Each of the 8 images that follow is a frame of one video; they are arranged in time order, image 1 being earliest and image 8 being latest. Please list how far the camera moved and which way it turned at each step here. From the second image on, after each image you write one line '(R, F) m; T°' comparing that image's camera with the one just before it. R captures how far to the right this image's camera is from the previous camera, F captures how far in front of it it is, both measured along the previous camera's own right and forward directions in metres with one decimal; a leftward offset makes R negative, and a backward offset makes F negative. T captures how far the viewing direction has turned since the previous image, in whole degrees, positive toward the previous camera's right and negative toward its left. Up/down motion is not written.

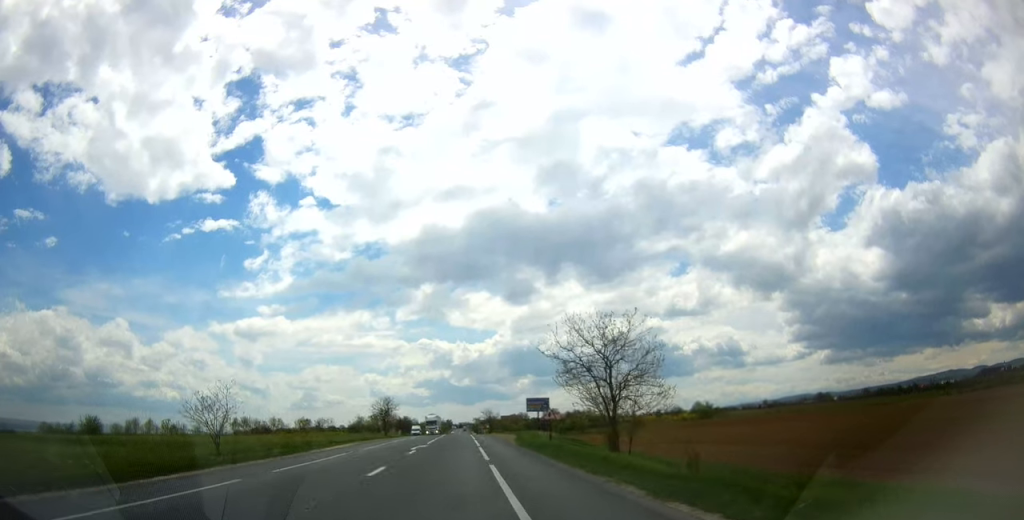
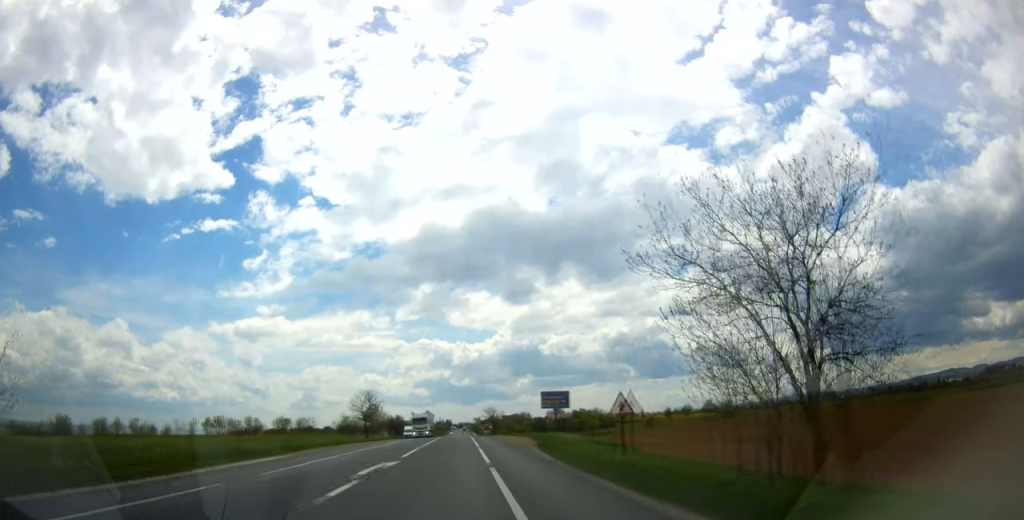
(+0.2, +17.0) m; 0°
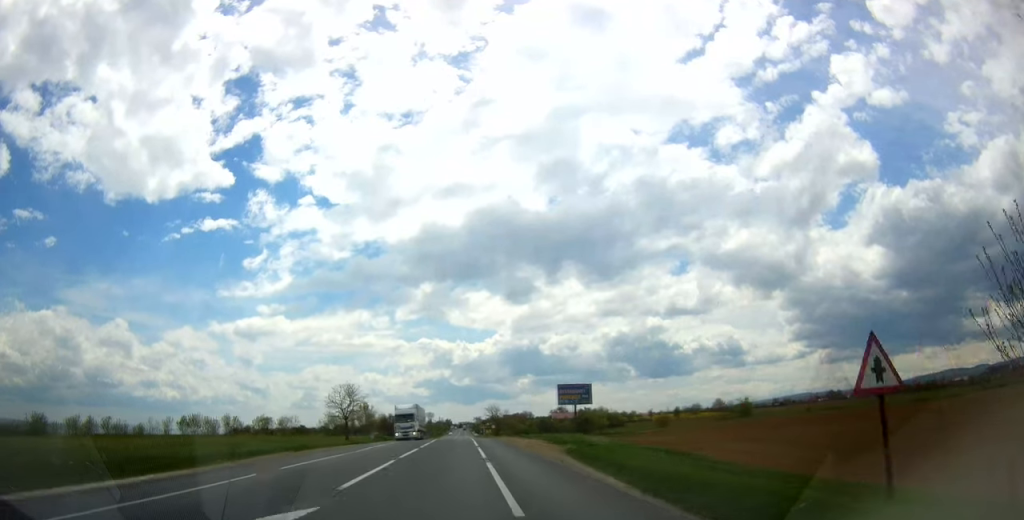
(+0.2, +12.5) m; 0°
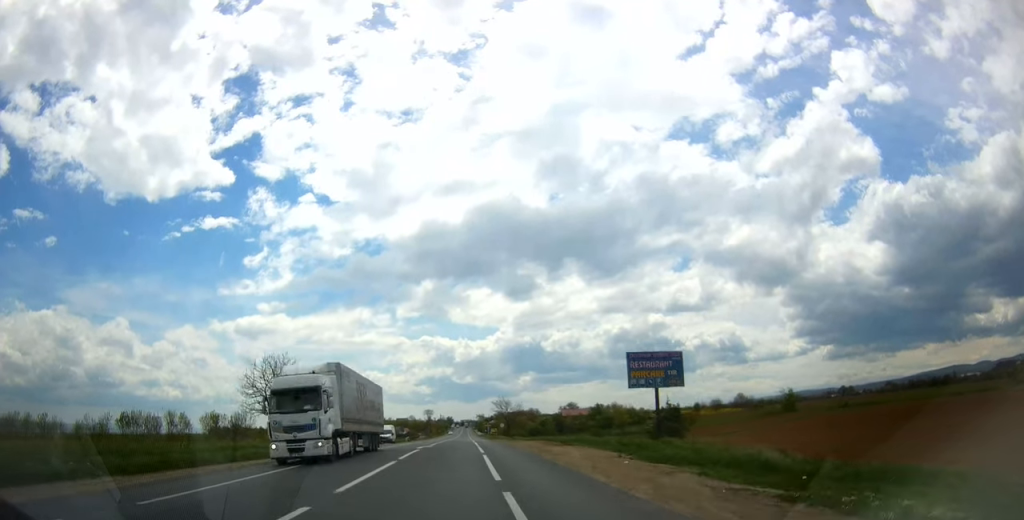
(-0.4, +24.6) m; 0°
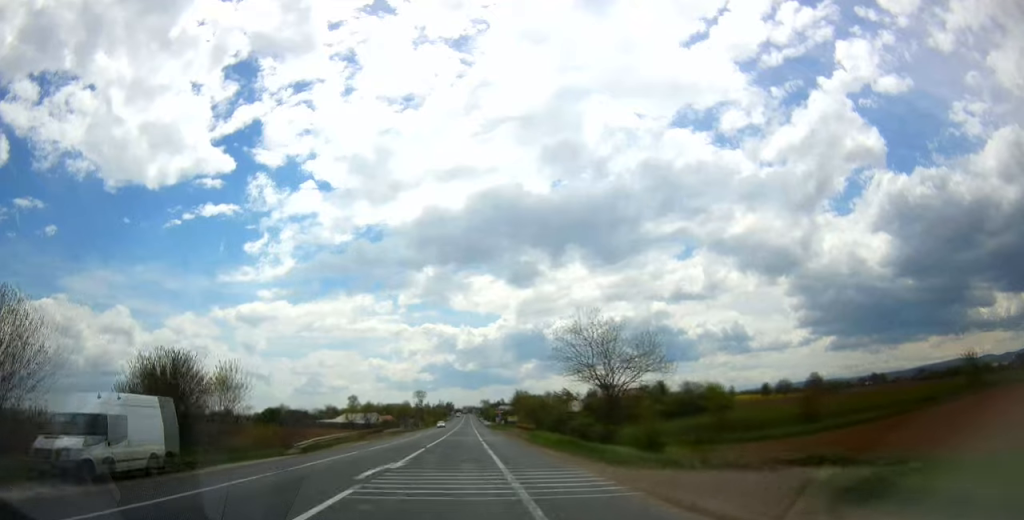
(+0.5, +66.9) m; 0°
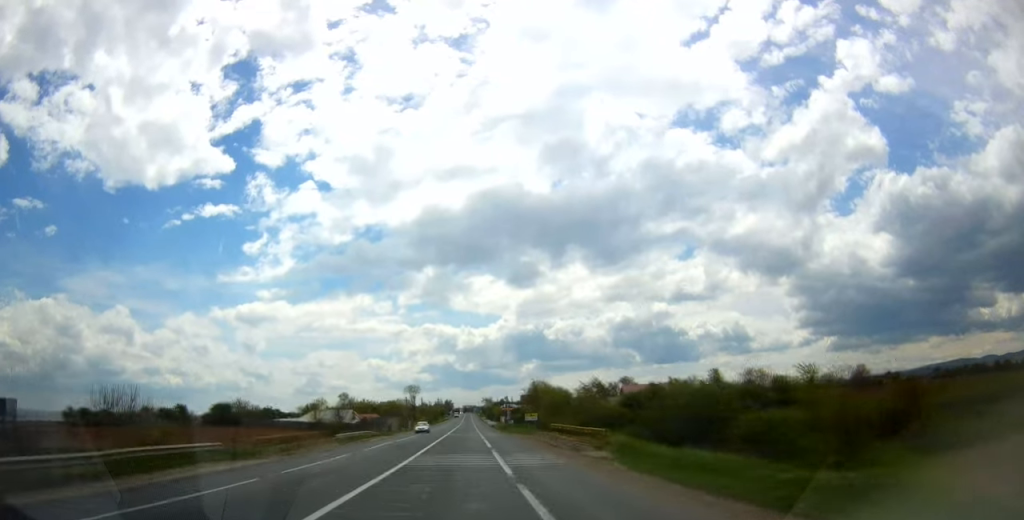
(0.0, +32.1) m; 0°
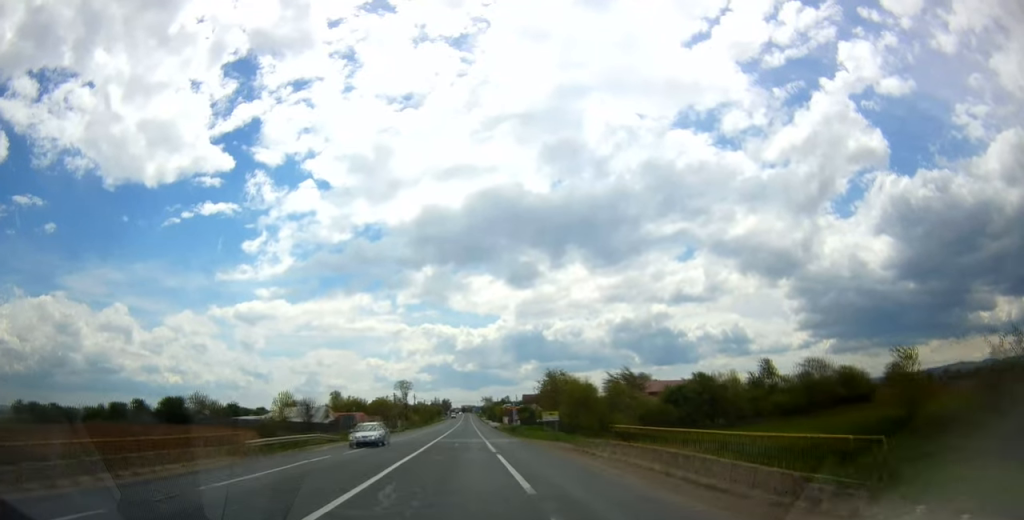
(-0.1, +21.1) m; 0°
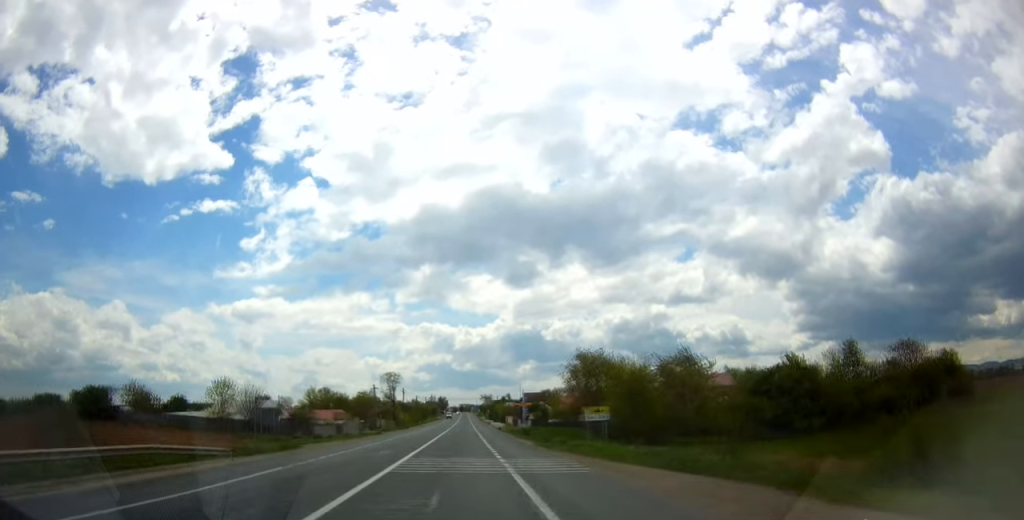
(0.0, +24.0) m; 0°
